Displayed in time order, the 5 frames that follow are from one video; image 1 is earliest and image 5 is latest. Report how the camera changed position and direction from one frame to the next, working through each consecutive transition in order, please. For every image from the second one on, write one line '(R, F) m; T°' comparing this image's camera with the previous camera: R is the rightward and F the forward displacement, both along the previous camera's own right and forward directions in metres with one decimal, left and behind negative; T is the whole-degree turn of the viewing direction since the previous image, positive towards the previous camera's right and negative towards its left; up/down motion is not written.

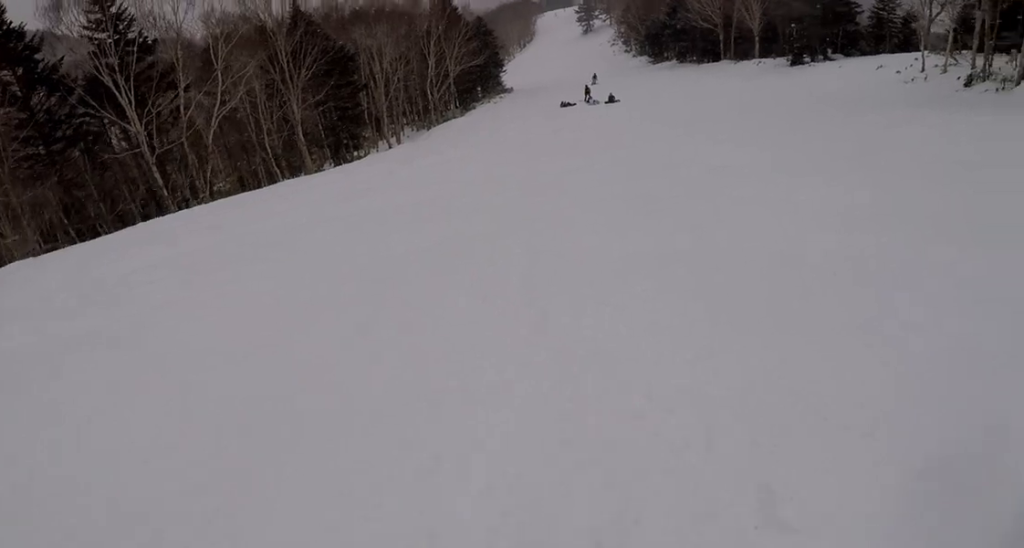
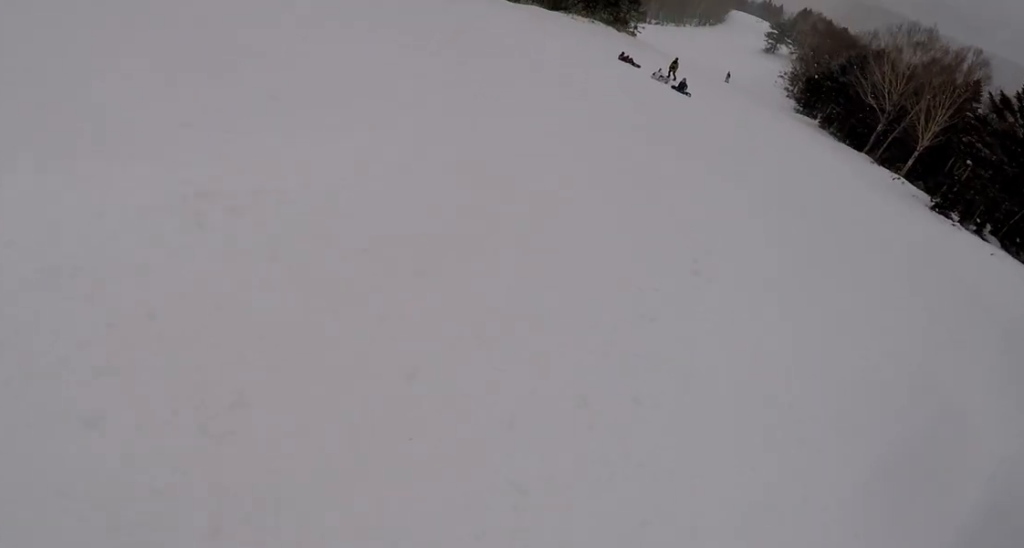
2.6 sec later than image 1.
(+2.5, +15.9) m; -13°
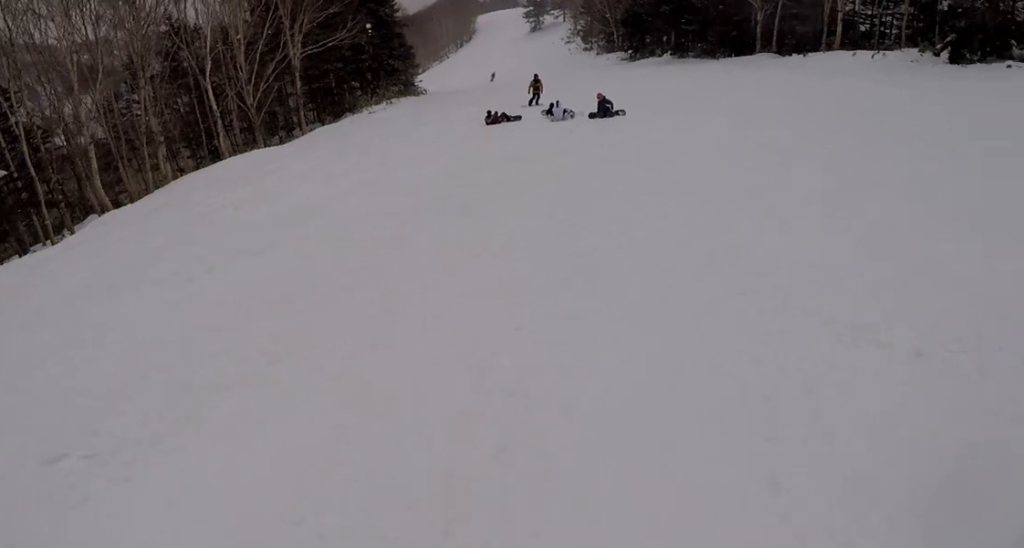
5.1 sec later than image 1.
(-3.0, +15.3) m; +8°
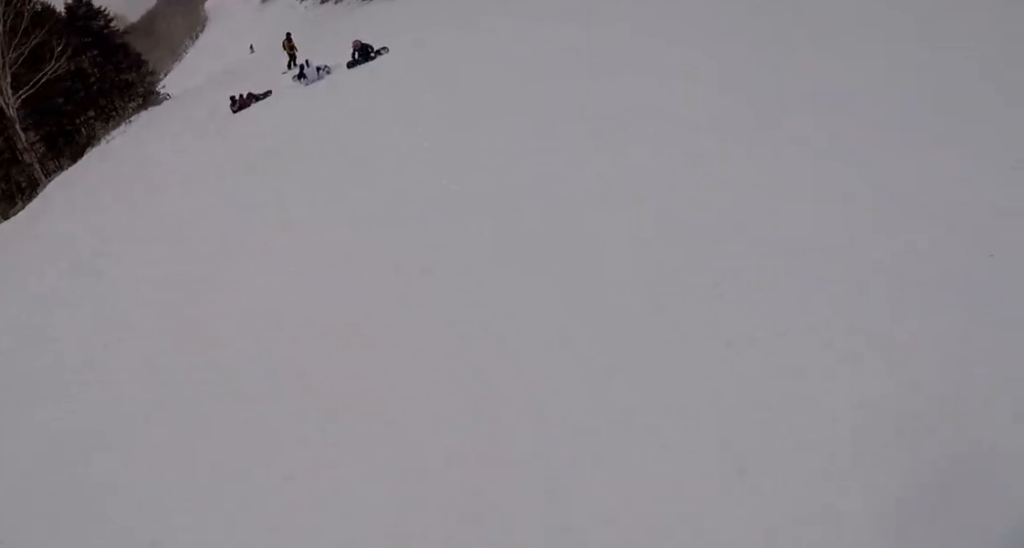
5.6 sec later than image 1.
(+0.6, +2.8) m; +16°
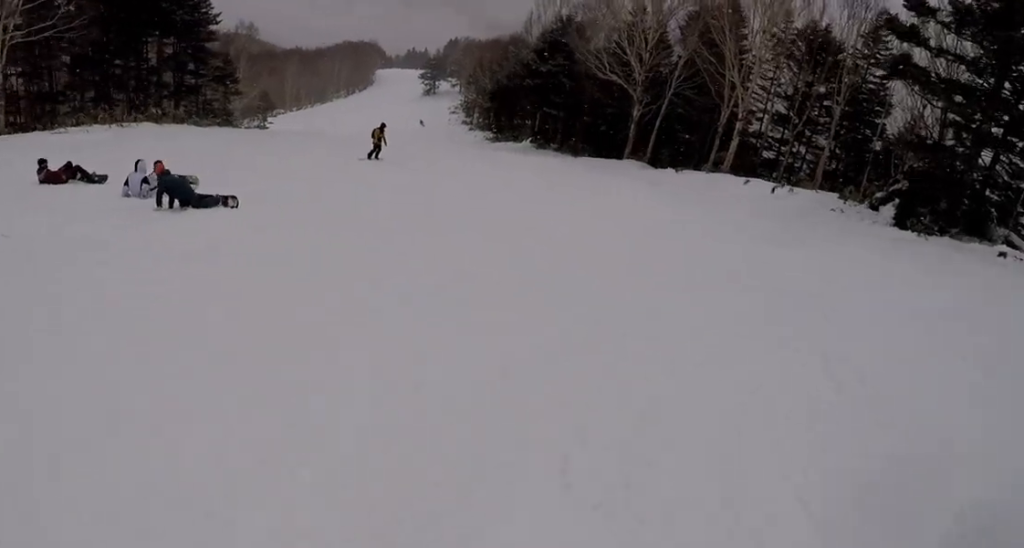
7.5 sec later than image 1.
(+4.7, +10.8) m; +15°
